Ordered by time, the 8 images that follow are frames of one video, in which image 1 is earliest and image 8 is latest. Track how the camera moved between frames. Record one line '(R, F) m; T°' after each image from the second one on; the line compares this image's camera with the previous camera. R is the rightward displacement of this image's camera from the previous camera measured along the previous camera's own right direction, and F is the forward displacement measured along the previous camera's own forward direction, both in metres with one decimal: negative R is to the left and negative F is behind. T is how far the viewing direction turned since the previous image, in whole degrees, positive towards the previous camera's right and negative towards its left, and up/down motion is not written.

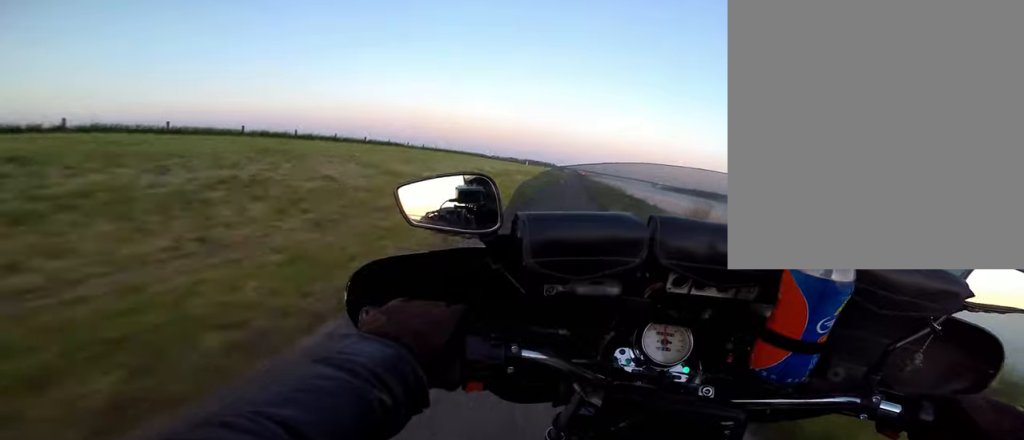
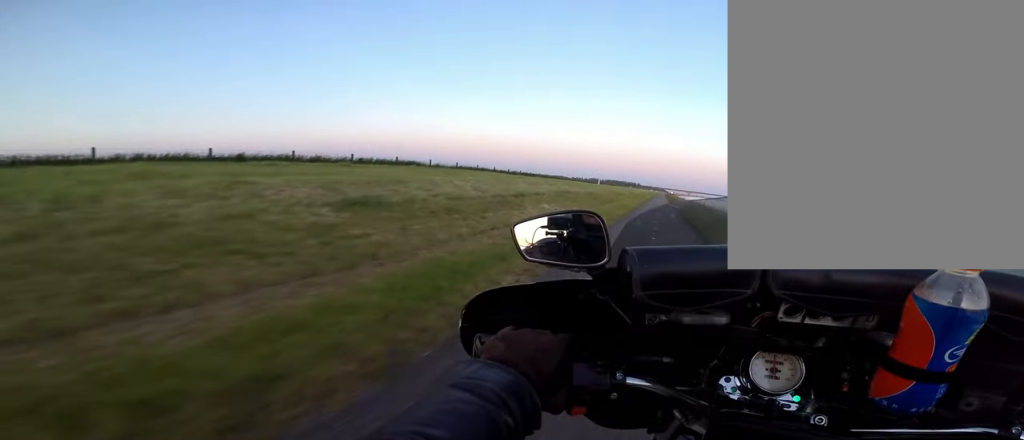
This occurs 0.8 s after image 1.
(+0.2, +12.9) m; +1°
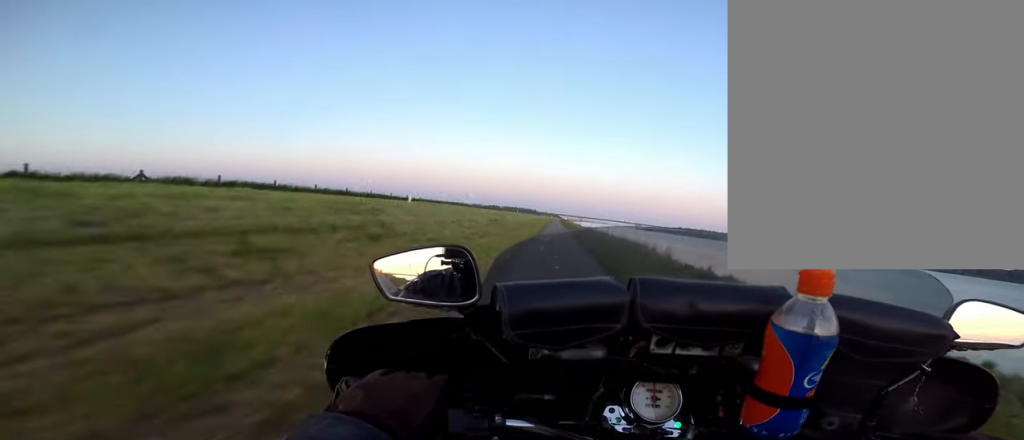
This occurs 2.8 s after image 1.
(+1.0, +30.6) m; +2°
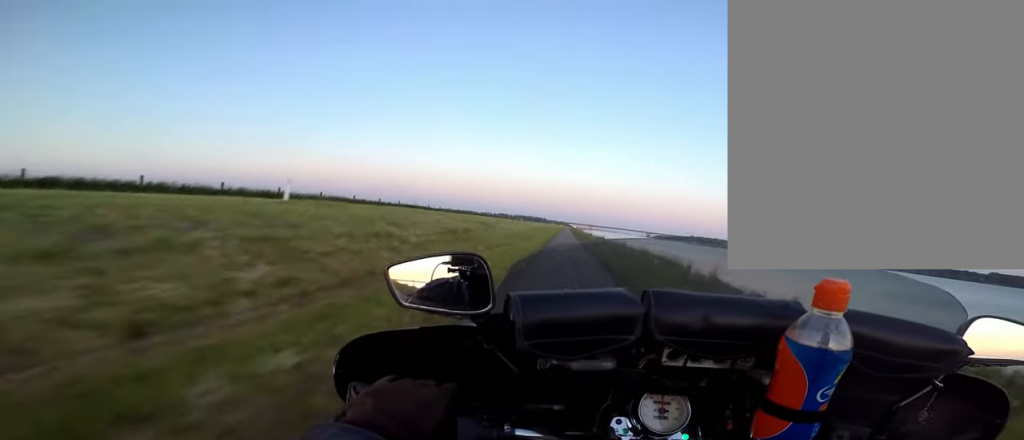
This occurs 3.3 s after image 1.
(+0.1, +8.8) m; 0°
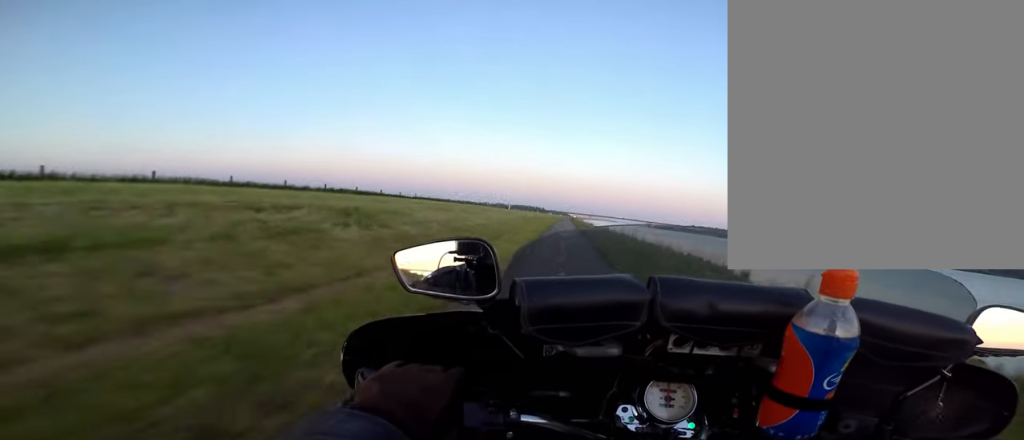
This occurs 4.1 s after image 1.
(-0.4, +11.3) m; -1°
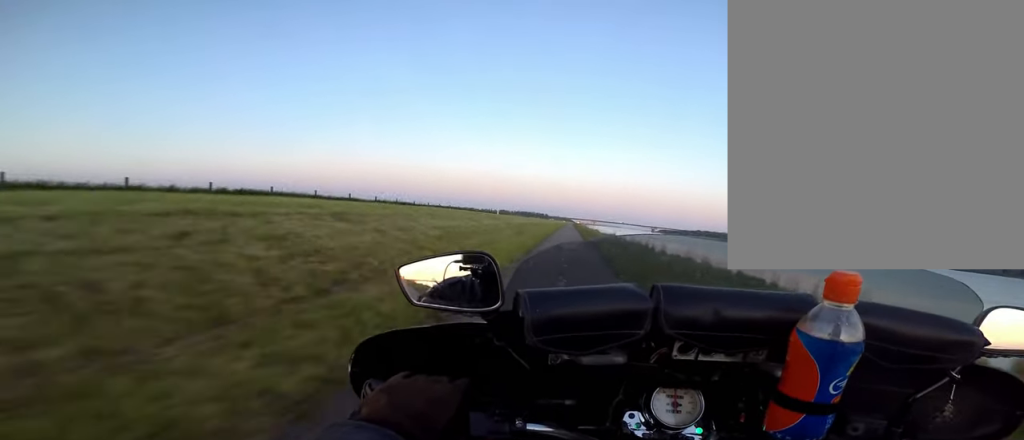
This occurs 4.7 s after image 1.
(+0.1, +9.9) m; -2°
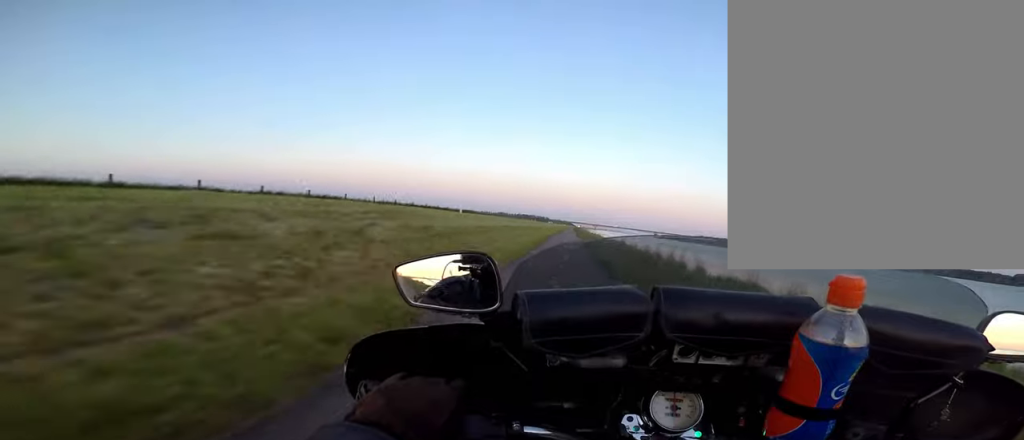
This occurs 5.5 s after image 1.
(-0.3, +13.0) m; -1°
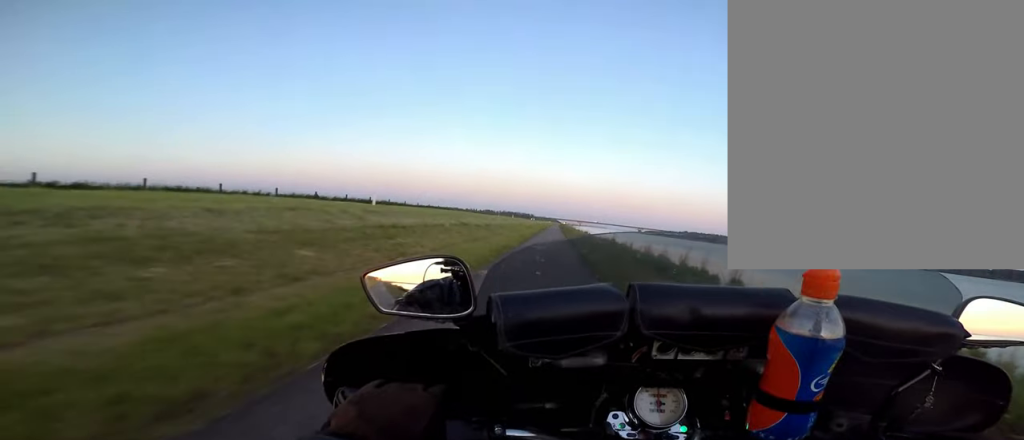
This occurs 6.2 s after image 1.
(-0.8, +9.6) m; +1°
